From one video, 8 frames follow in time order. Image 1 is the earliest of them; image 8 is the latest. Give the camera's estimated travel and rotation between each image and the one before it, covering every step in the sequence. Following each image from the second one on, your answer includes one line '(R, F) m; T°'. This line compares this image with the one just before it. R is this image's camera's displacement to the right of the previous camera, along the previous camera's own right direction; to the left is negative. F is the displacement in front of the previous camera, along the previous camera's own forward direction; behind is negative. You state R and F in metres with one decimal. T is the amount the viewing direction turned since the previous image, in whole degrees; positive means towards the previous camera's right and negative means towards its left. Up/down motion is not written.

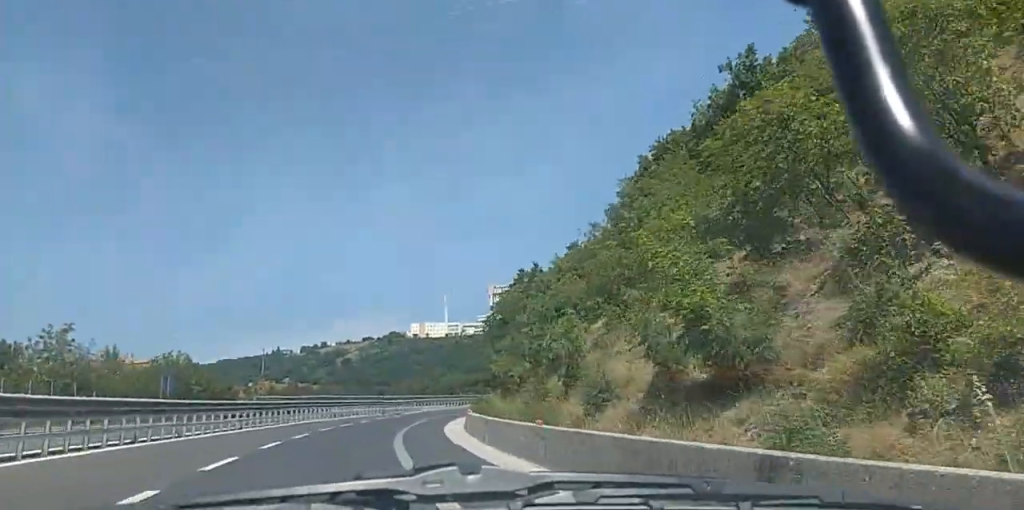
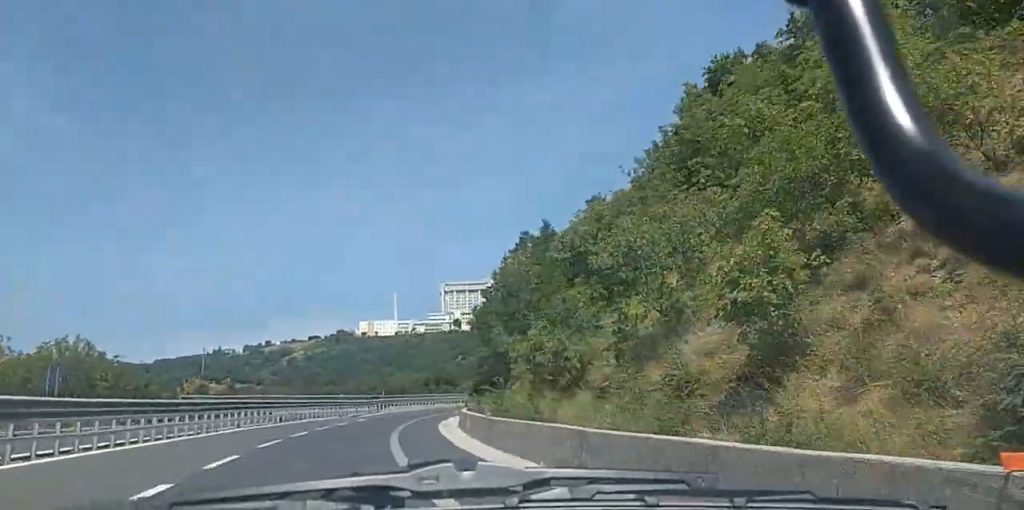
(+0.4, +13.6) m; +3°
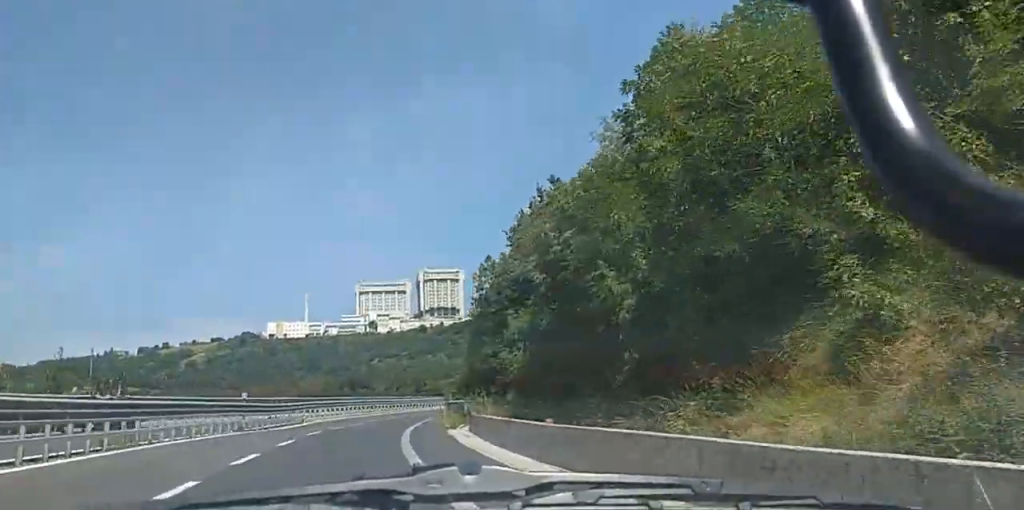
(+1.1, +27.9) m; +5°
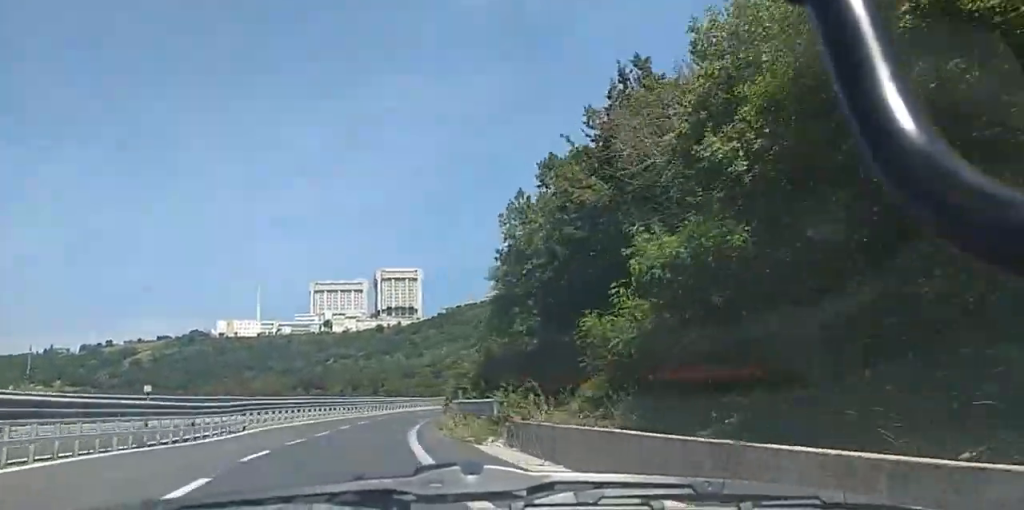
(0.0, +13.6) m; +4°
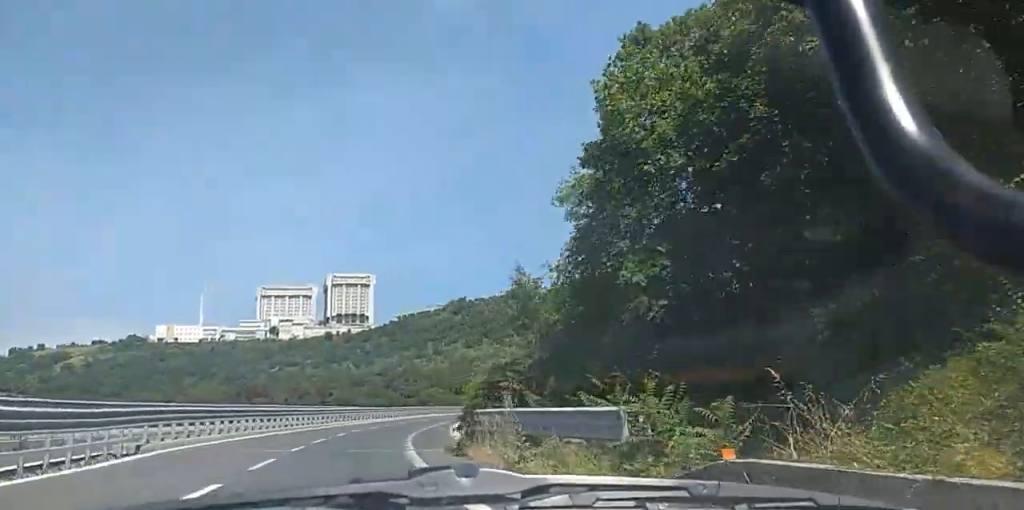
(+0.8, +13.7) m; +5°
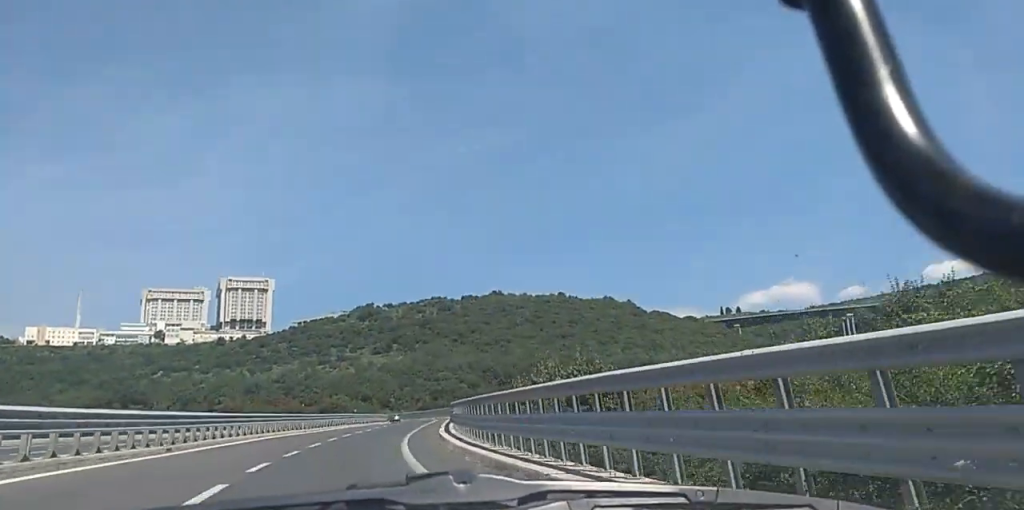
(+2.0, +28.4) m; +6°
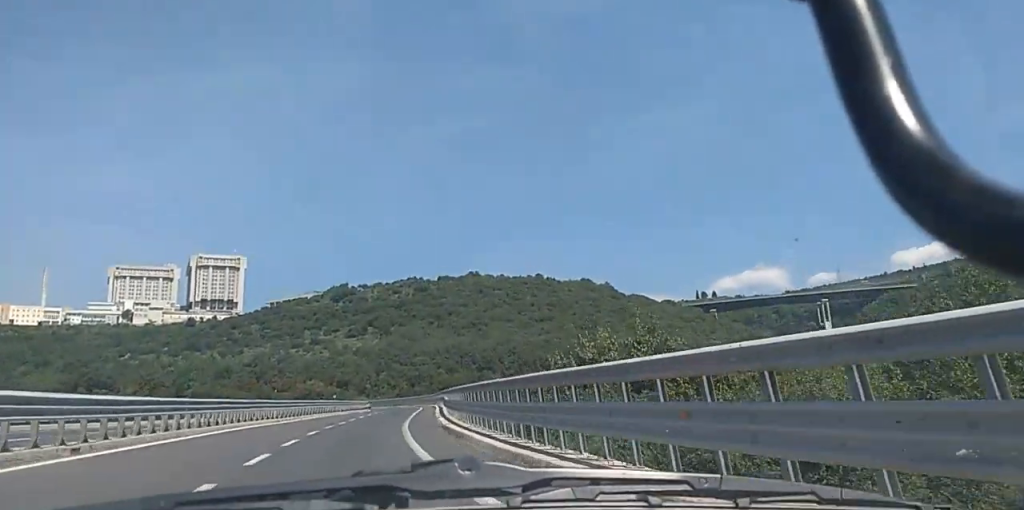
(+0.1, +8.9) m; +1°
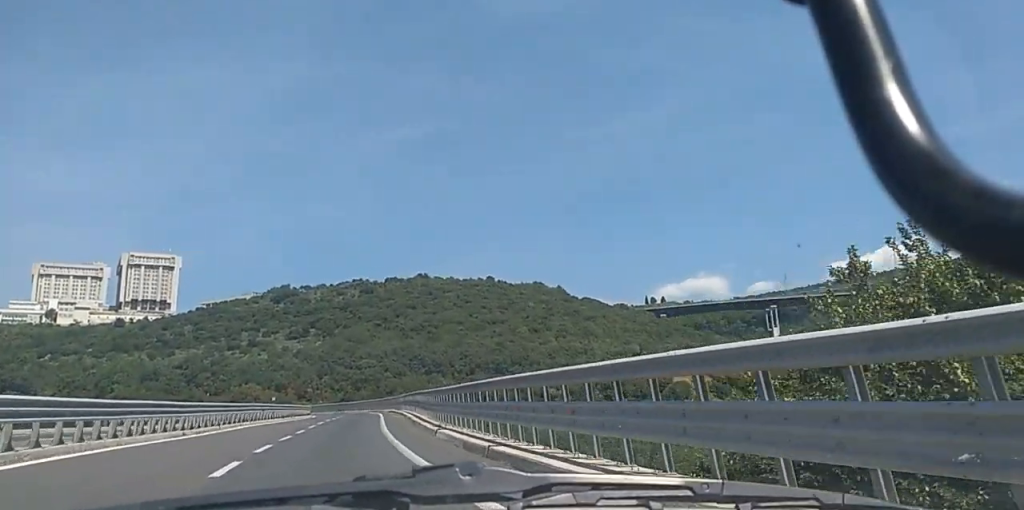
(+0.2, +16.5) m; +3°
